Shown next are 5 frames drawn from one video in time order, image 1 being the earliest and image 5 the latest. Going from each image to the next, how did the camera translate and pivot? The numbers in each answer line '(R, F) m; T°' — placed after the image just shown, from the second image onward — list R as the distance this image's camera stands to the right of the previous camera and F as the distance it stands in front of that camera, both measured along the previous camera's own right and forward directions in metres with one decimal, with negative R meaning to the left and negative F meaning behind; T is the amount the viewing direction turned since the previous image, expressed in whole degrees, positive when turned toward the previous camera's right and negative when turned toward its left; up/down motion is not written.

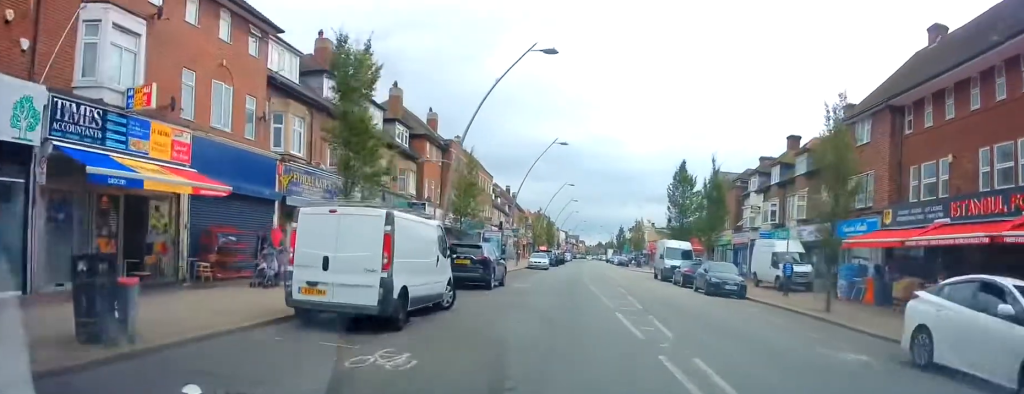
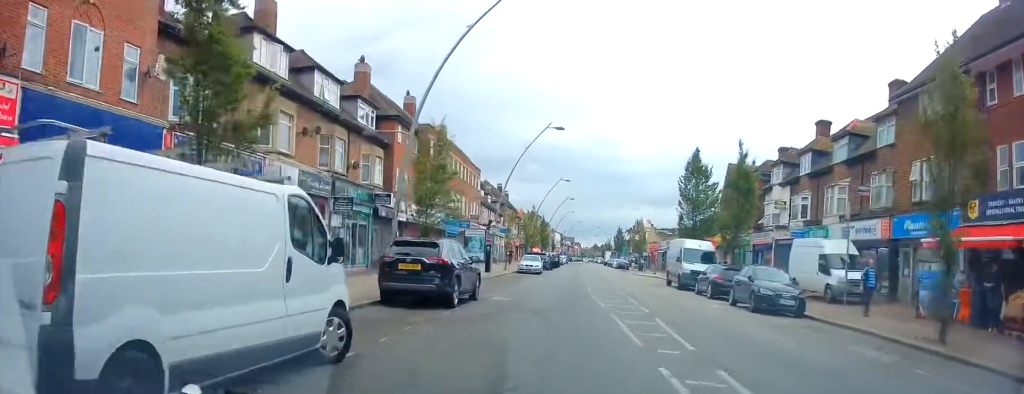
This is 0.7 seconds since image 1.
(-0.1, +6.3) m; 0°
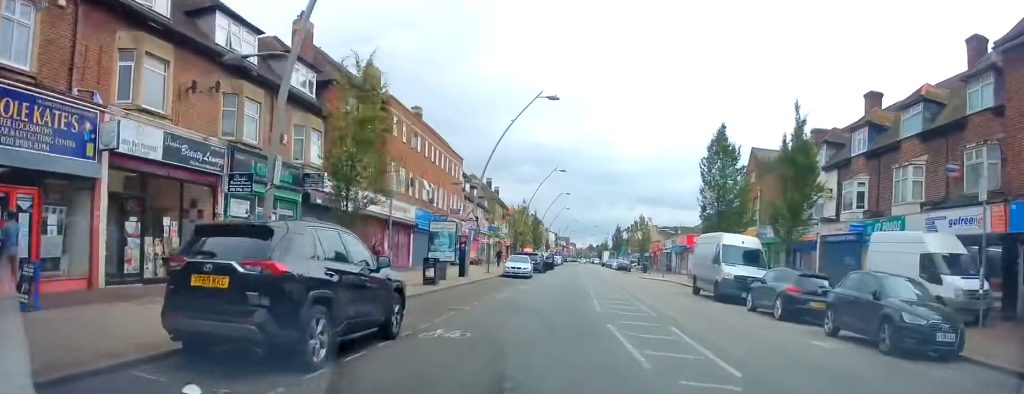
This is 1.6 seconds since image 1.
(+0.3, +7.8) m; 0°
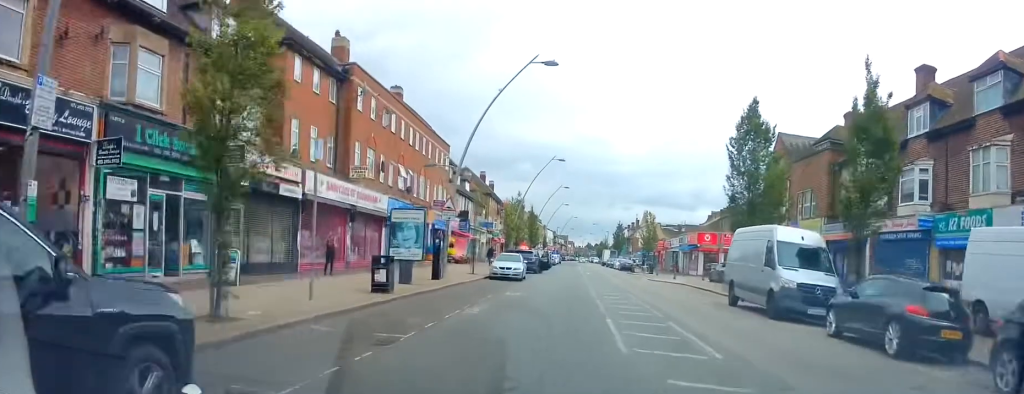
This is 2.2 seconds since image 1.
(-0.3, +5.7) m; 0°
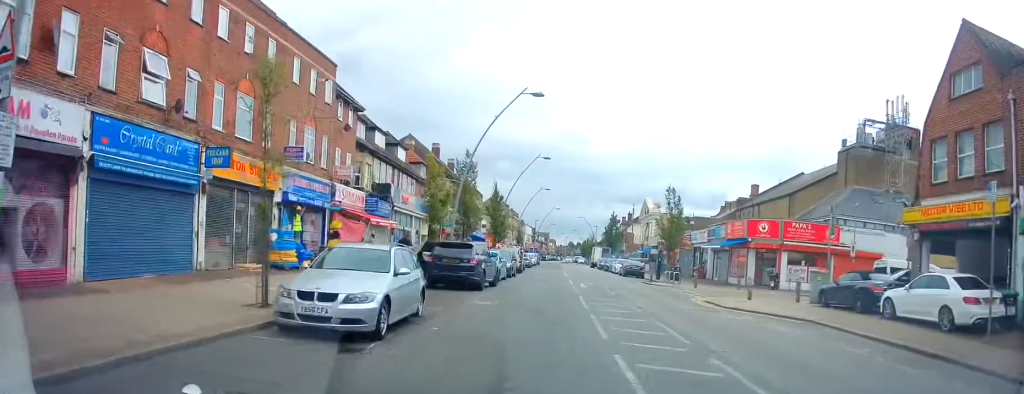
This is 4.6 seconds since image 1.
(+1.1, +21.4) m; +3°
